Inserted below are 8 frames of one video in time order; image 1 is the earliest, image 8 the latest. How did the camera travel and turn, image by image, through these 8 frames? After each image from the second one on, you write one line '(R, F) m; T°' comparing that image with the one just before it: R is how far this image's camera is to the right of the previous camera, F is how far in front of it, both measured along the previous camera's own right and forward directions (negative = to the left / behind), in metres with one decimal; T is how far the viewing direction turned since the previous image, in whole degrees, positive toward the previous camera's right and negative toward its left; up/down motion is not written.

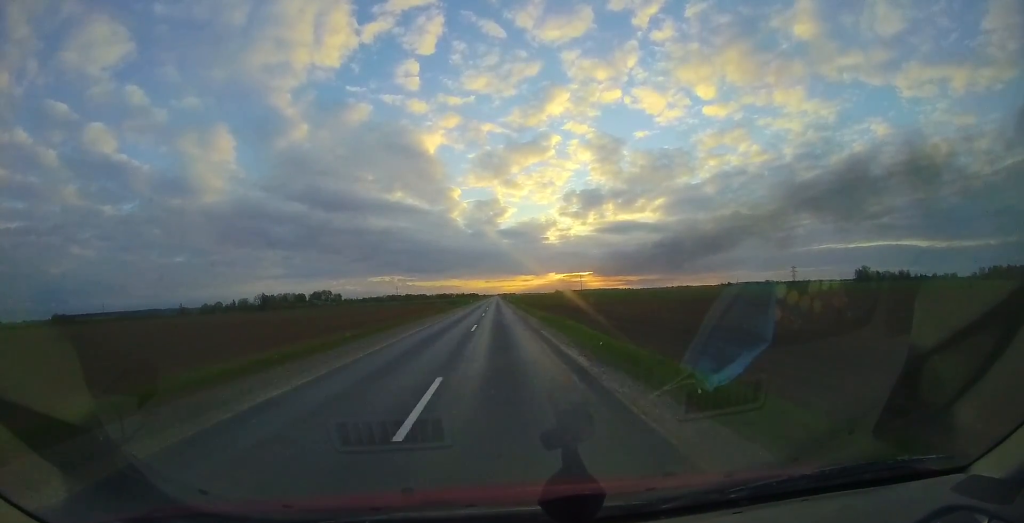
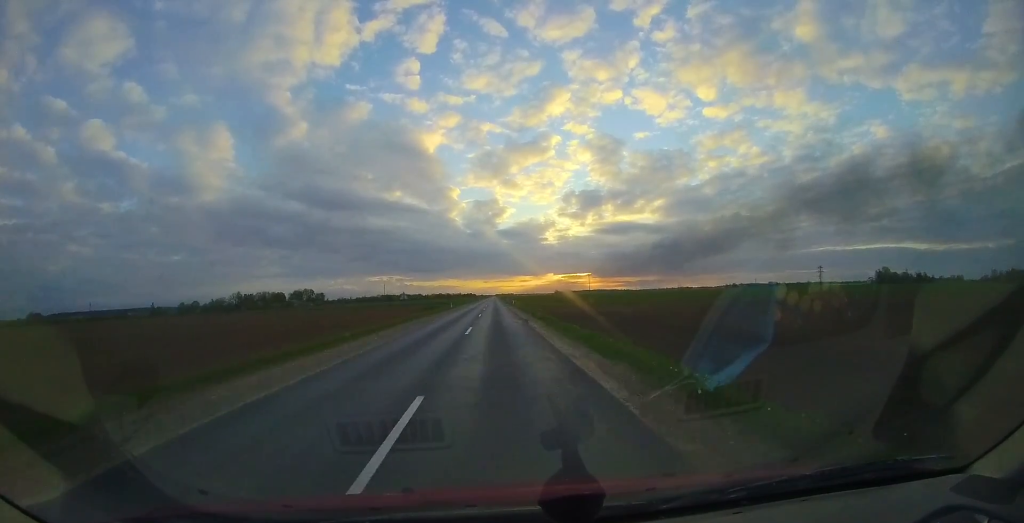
(+0.6, +37.6) m; +2°
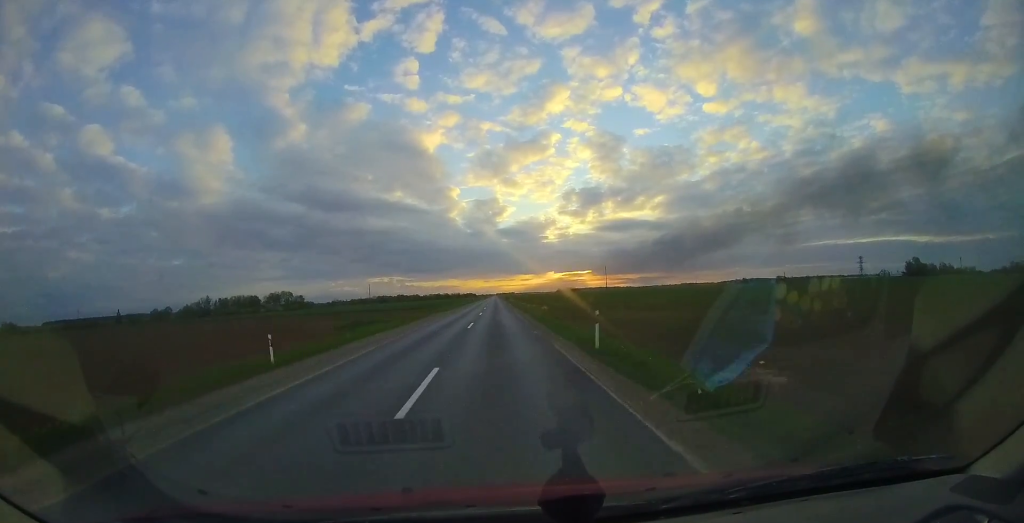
(-0.1, +44.8) m; -1°
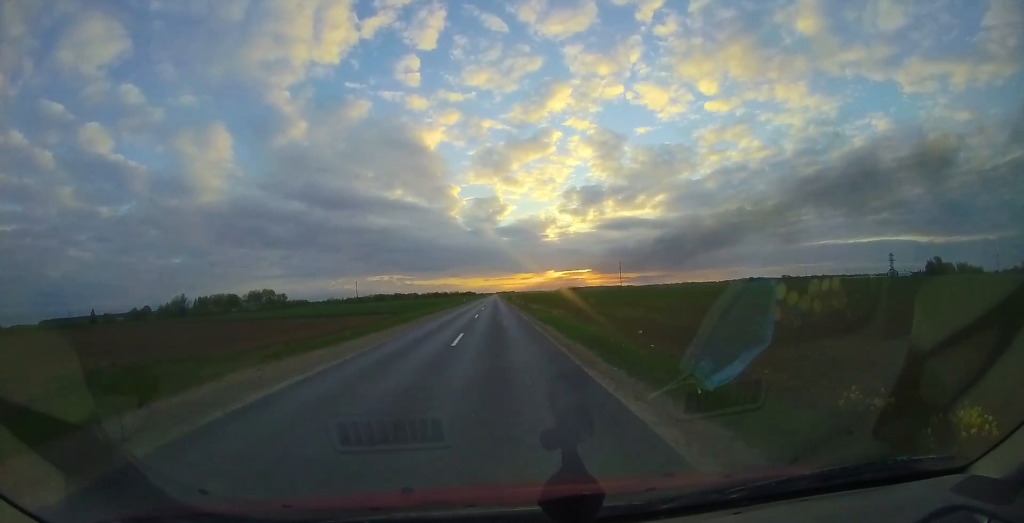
(-0.3, +30.1) m; -1°
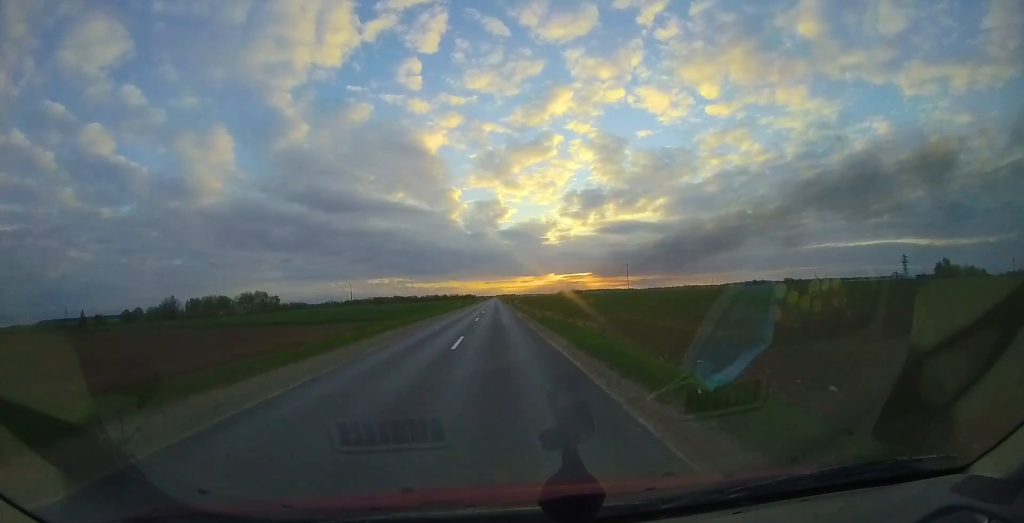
(0.0, +11.8) m; 0°
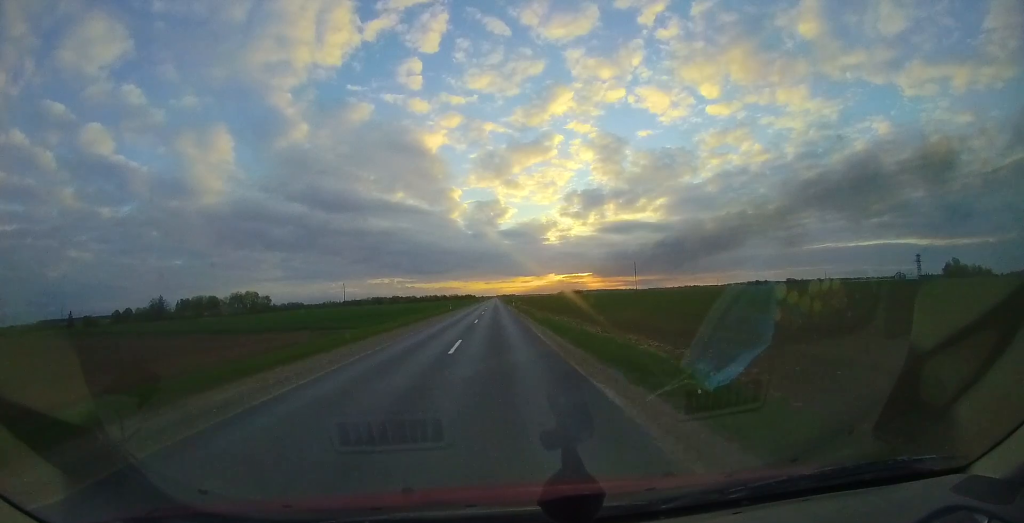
(0.0, +13.0) m; +1°
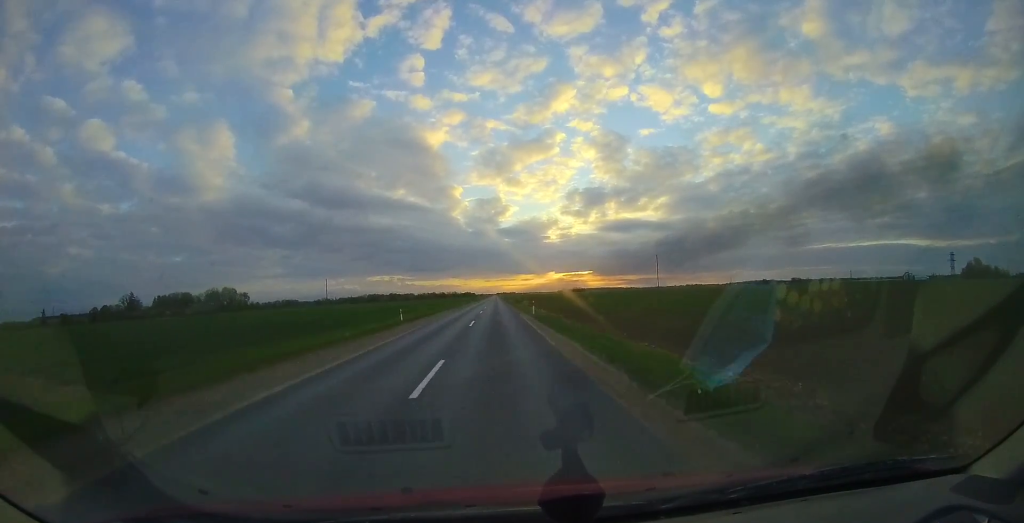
(+0.5, +28.4) m; +1°
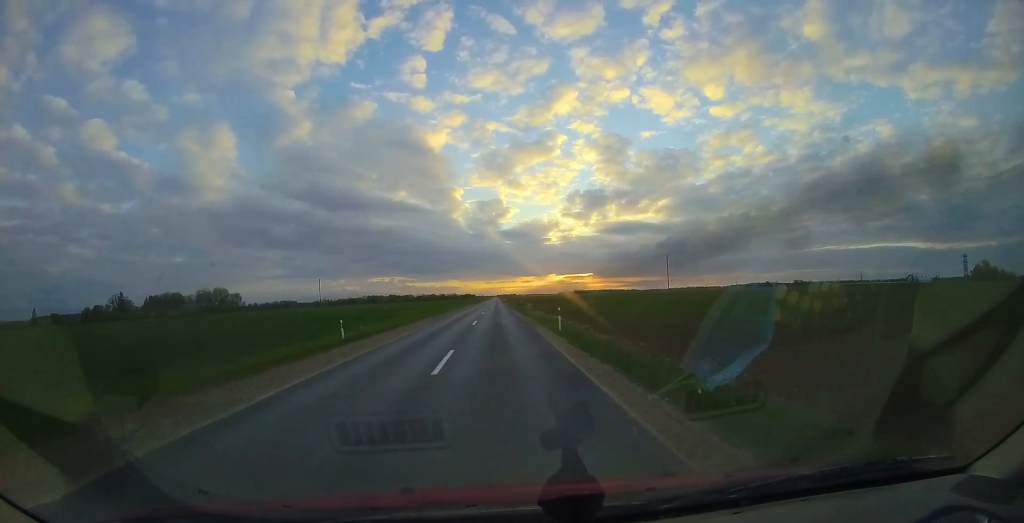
(+0.2, +10.3) m; 0°
